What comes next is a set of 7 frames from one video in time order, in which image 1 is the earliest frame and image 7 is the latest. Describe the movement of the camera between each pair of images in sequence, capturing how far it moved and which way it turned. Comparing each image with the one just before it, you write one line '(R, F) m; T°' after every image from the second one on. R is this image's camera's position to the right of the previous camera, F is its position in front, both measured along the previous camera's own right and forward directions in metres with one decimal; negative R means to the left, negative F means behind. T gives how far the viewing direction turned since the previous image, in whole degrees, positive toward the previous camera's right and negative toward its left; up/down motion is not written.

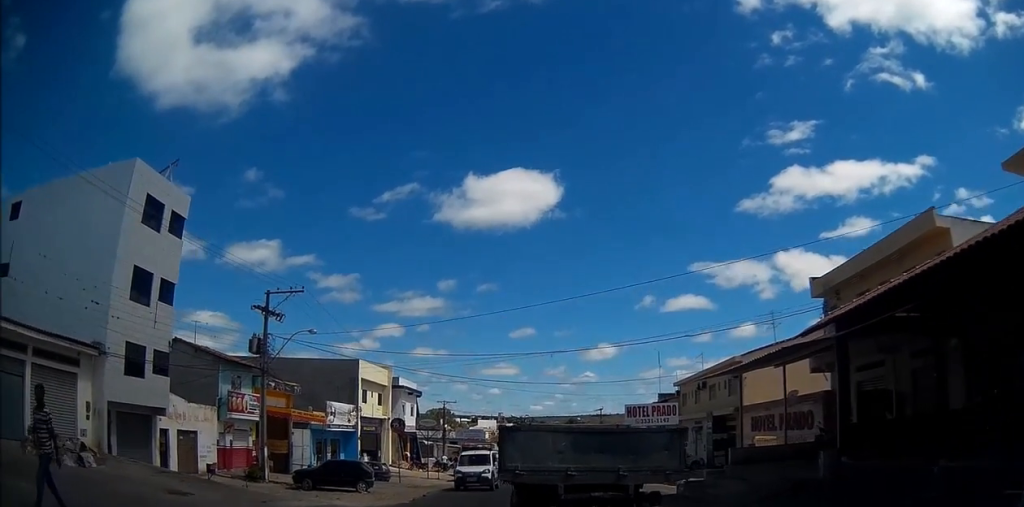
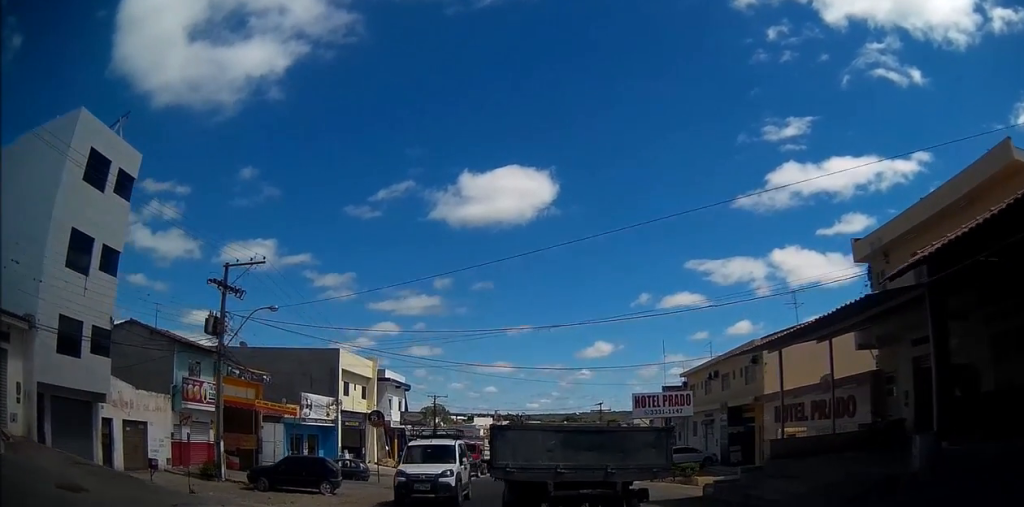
(-0.2, +4.2) m; -3°
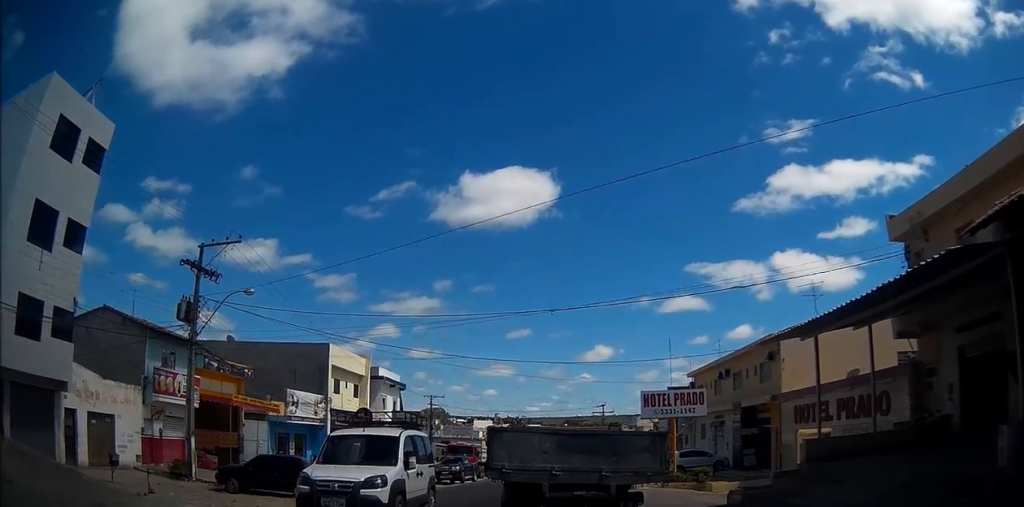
(0.0, +2.5) m; 0°
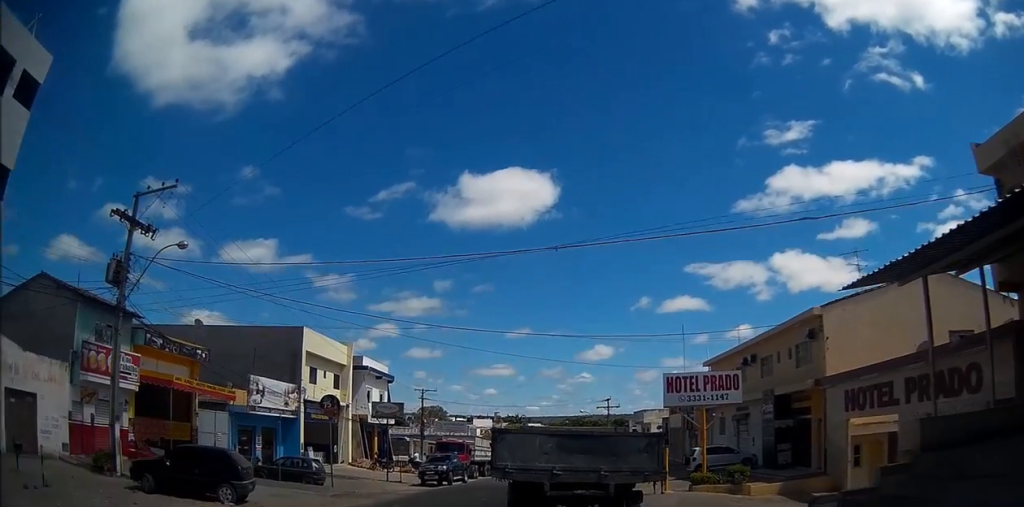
(+0.1, +5.1) m; +5°
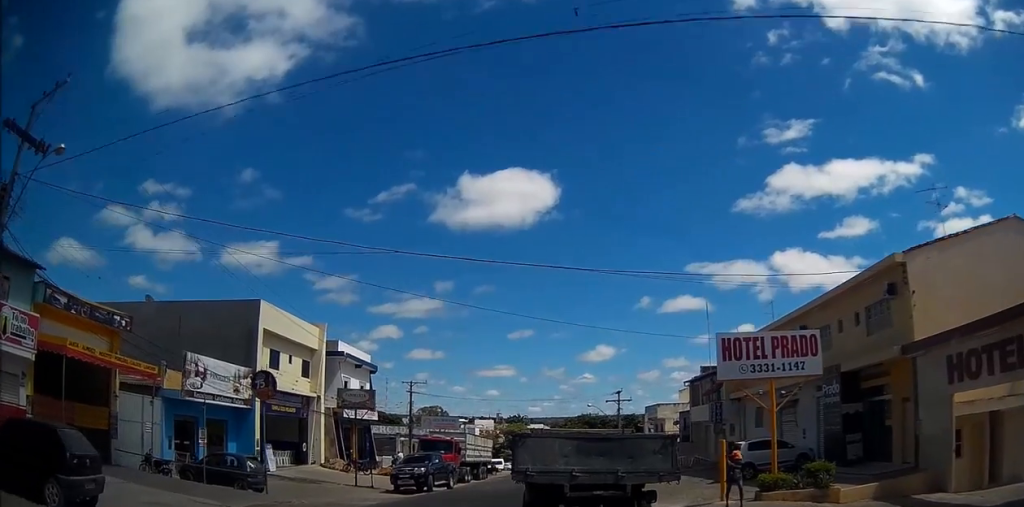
(+0.1, +6.5) m; -3°
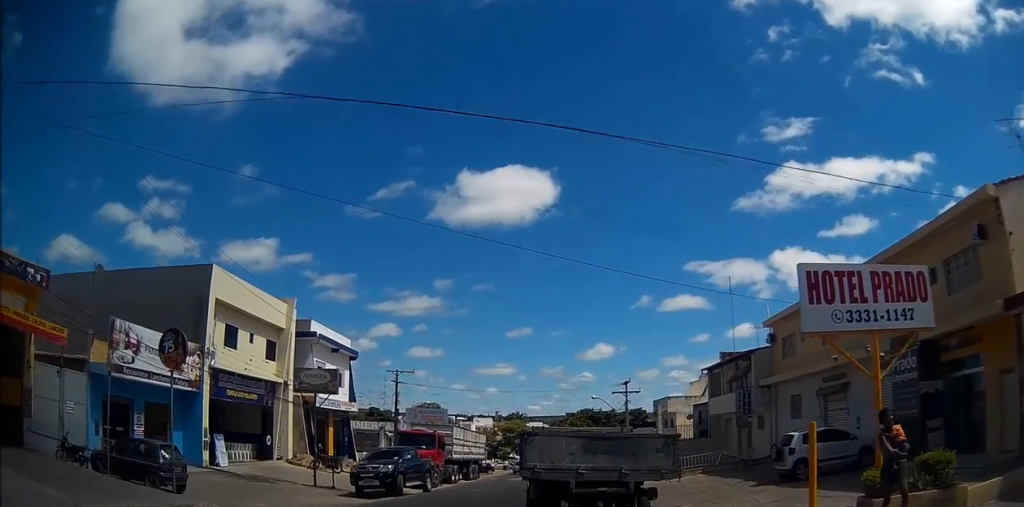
(-0.2, +5.3) m; +1°
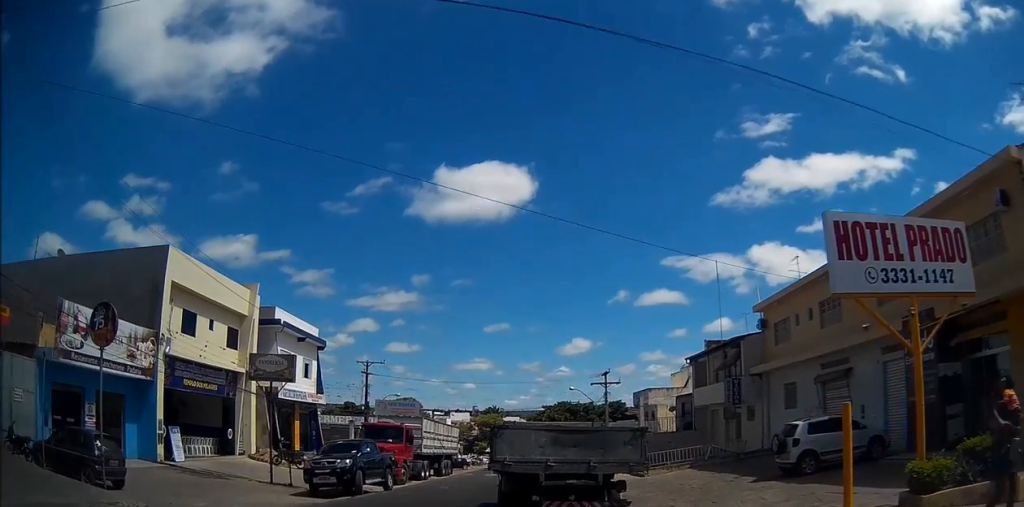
(0.0, +2.1) m; +1°
